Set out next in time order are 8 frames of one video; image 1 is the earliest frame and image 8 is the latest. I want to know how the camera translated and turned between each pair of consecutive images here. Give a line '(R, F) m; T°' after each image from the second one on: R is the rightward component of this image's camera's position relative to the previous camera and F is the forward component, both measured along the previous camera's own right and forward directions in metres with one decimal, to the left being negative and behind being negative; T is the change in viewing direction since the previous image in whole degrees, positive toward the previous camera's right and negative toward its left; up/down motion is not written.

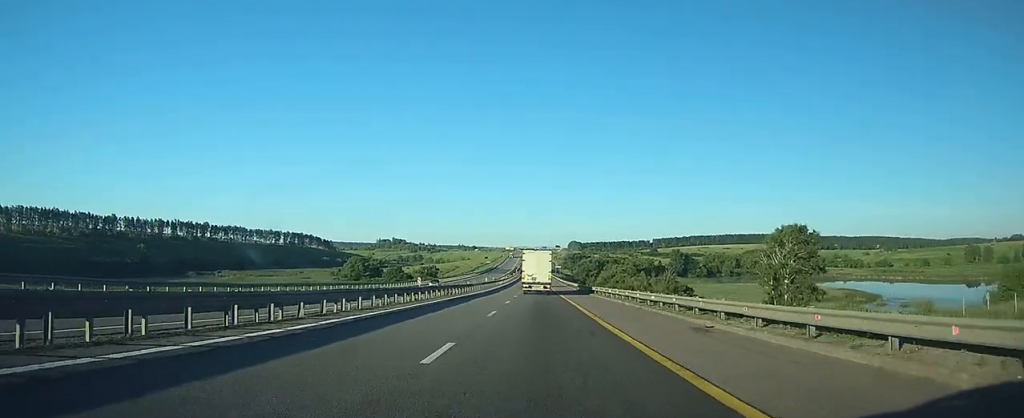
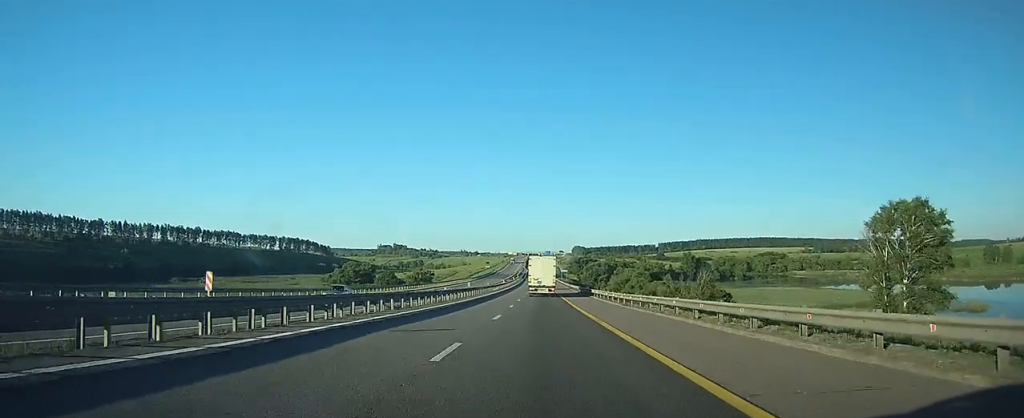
(0.0, +23.5) m; 0°
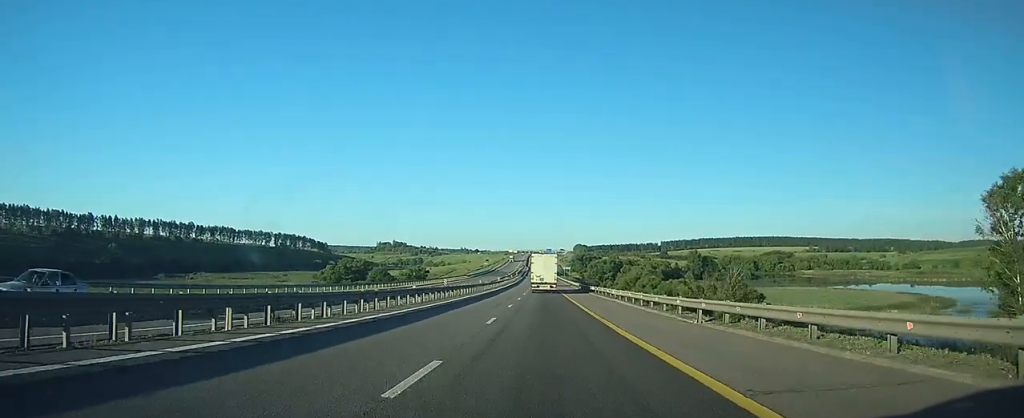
(0.0, +15.4) m; 0°
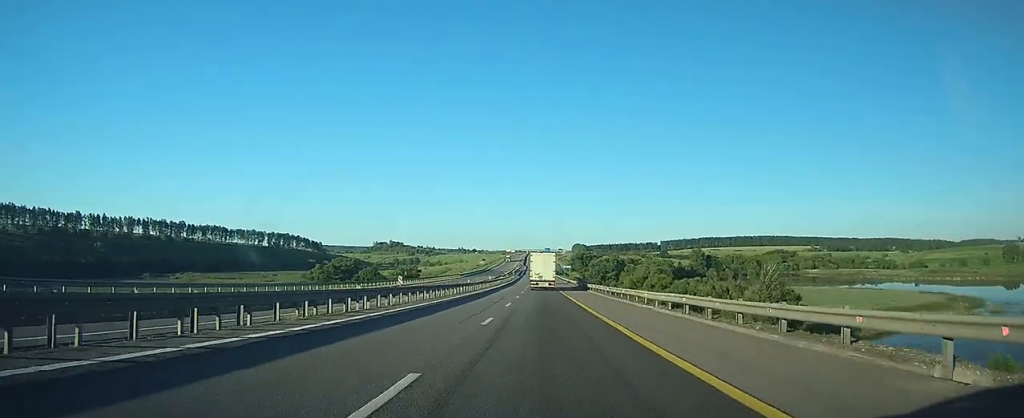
(0.0, +13.6) m; 0°
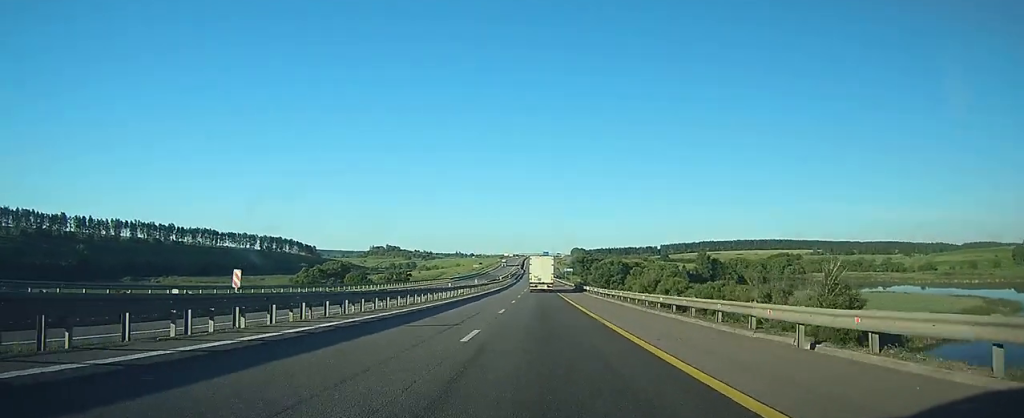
(0.0, +16.4) m; 0°
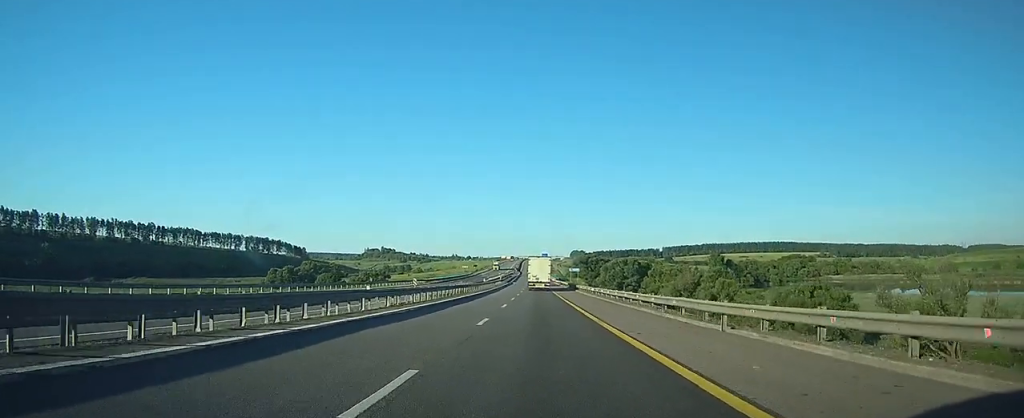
(0.0, +31.7) m; 0°
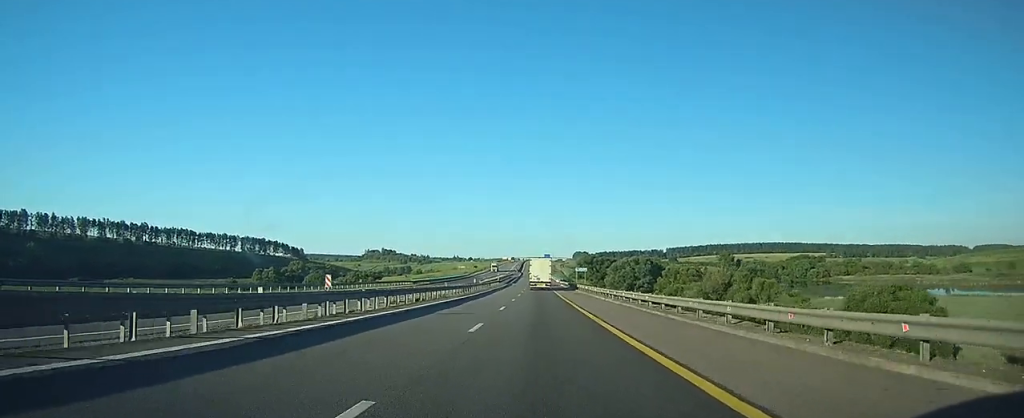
(0.0, +14.5) m; 0°
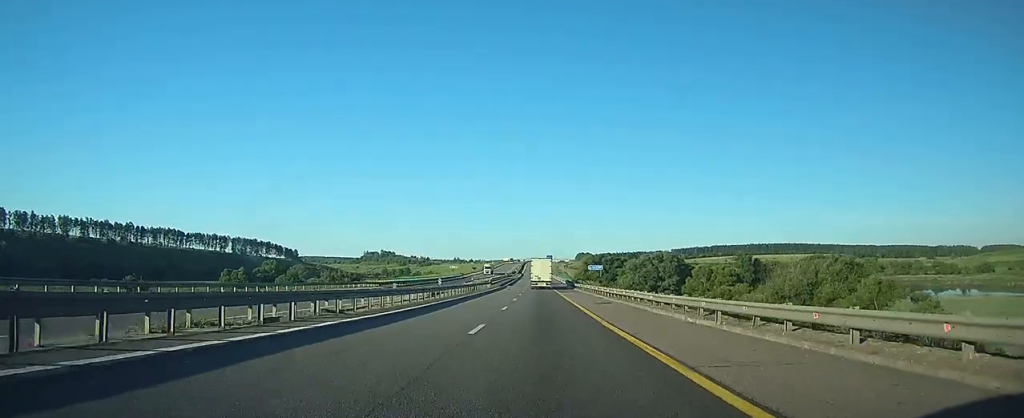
(0.0, +25.1) m; 0°
